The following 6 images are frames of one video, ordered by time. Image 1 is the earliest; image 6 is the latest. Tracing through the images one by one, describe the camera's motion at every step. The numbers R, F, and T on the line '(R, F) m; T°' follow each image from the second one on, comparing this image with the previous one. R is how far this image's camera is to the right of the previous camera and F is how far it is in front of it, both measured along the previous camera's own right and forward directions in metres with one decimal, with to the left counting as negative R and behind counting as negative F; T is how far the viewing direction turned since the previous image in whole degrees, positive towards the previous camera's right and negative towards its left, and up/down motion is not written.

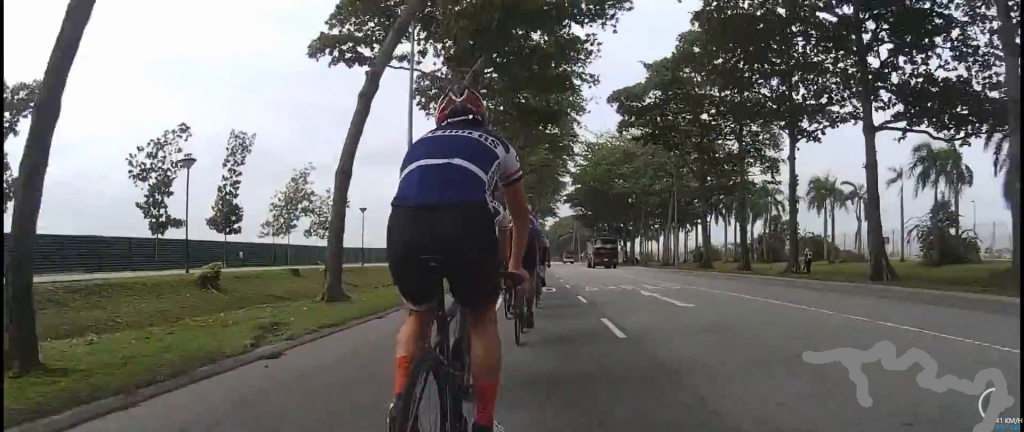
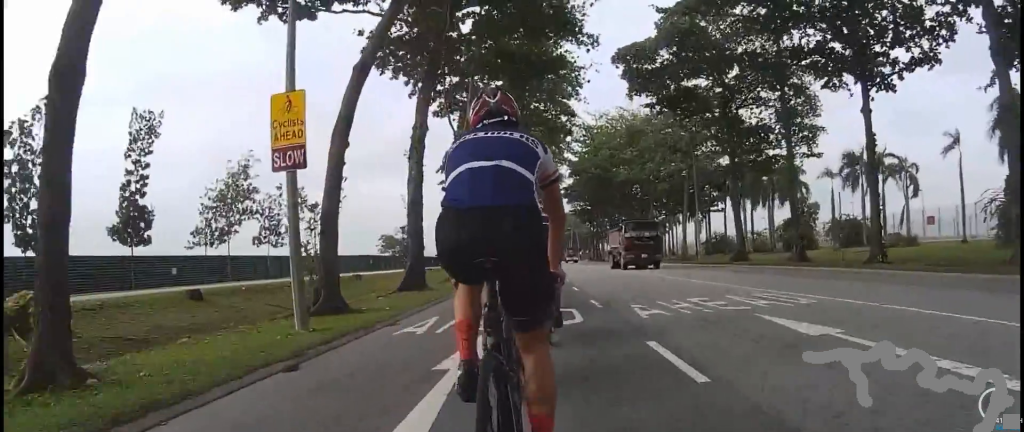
(-1.3, +7.9) m; 0°
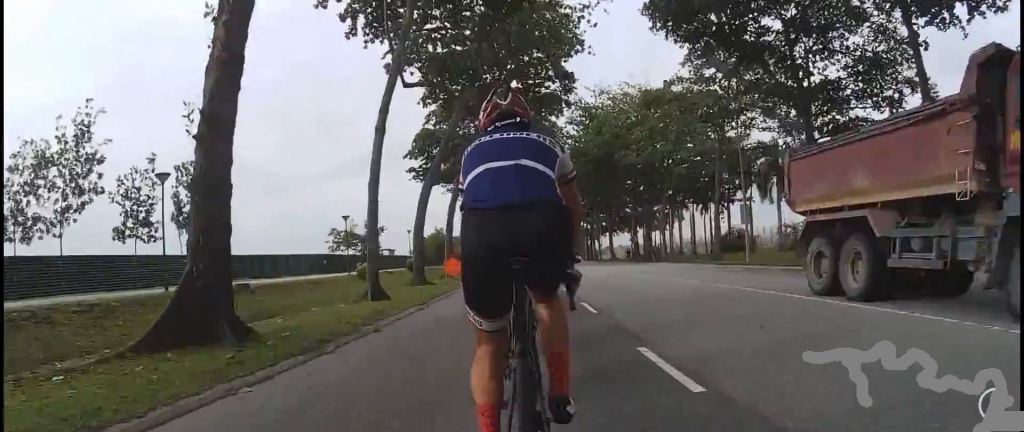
(+1.1, +12.1) m; 0°
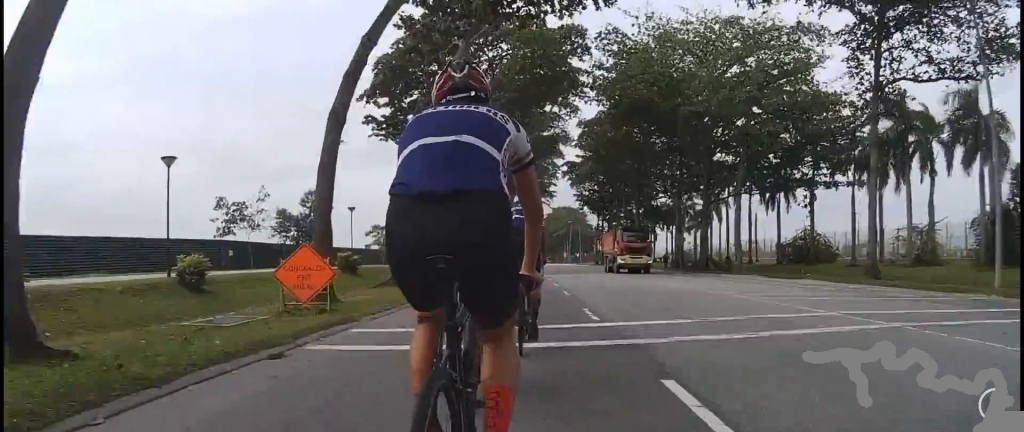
(-0.7, +19.2) m; 0°
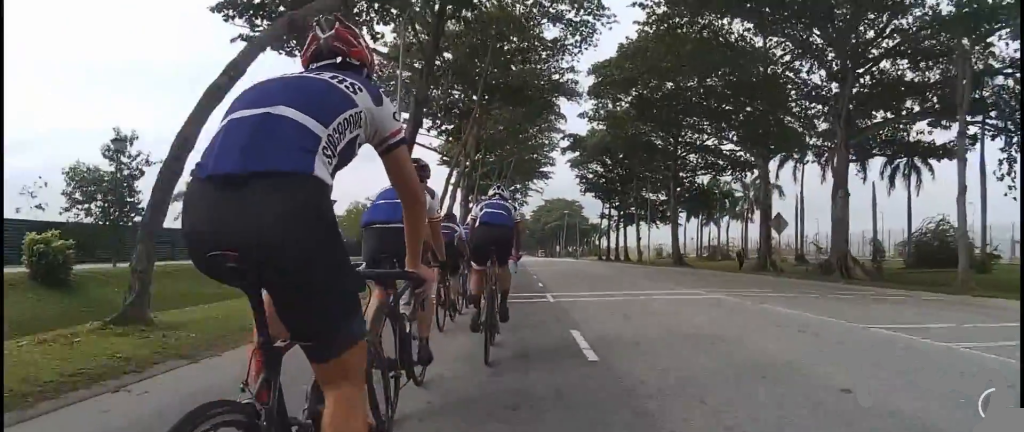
(-0.3, +21.6) m; +1°
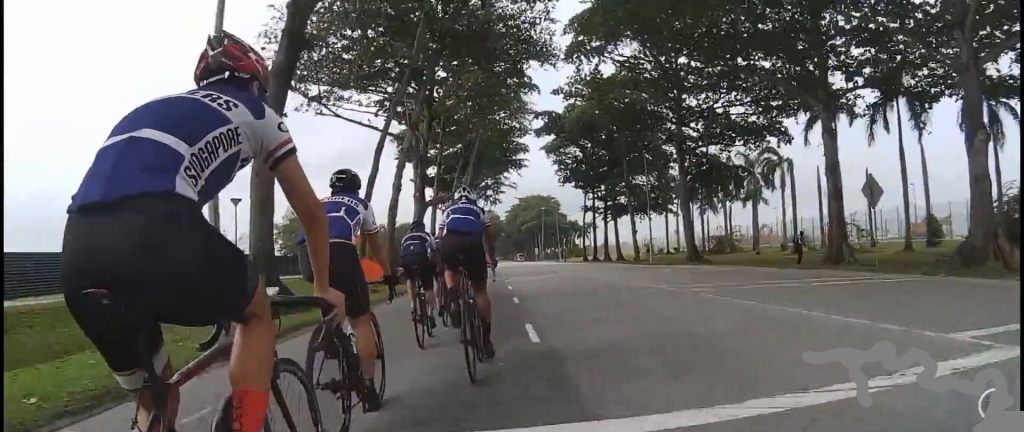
(+1.0, +9.8) m; +2°
